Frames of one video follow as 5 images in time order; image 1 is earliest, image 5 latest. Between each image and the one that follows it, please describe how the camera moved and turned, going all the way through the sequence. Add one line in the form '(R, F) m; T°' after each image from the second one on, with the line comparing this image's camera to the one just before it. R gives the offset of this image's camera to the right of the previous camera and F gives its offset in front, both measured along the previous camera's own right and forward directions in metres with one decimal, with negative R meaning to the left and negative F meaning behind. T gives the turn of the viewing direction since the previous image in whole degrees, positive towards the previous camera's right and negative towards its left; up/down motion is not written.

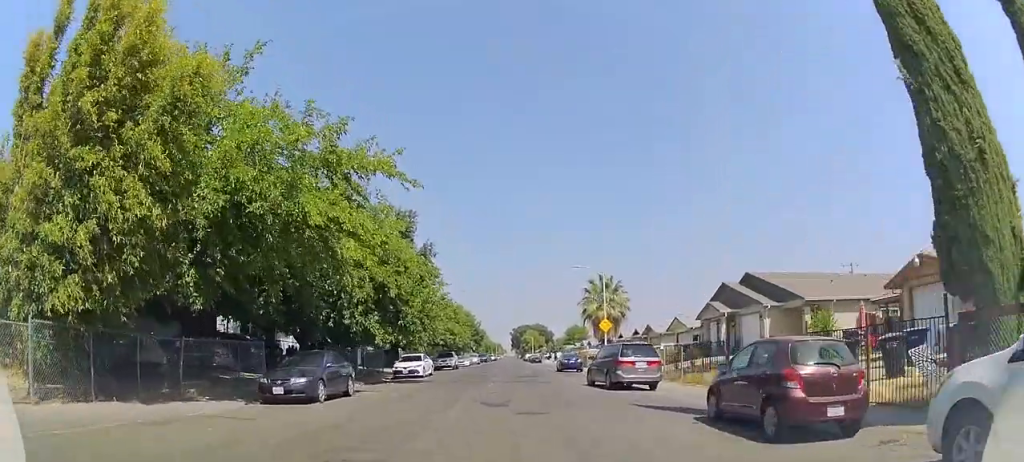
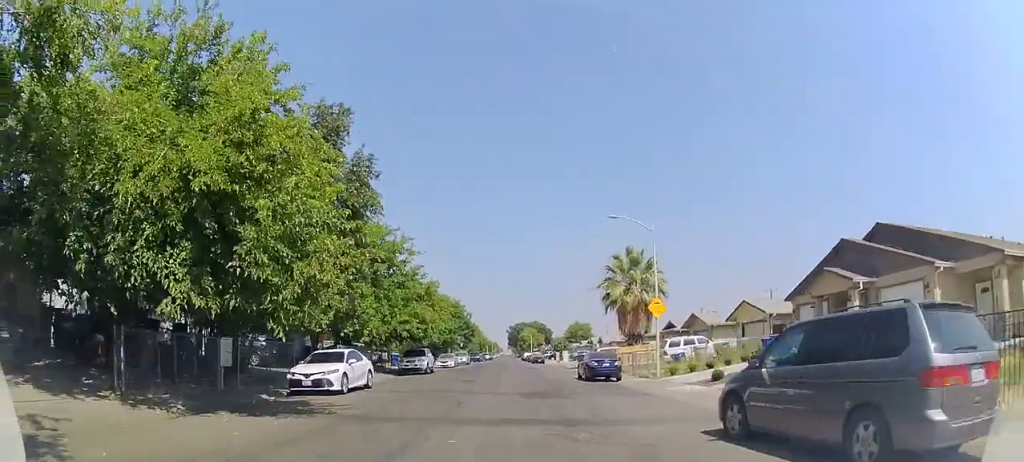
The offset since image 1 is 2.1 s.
(-0.2, +15.1) m; -2°
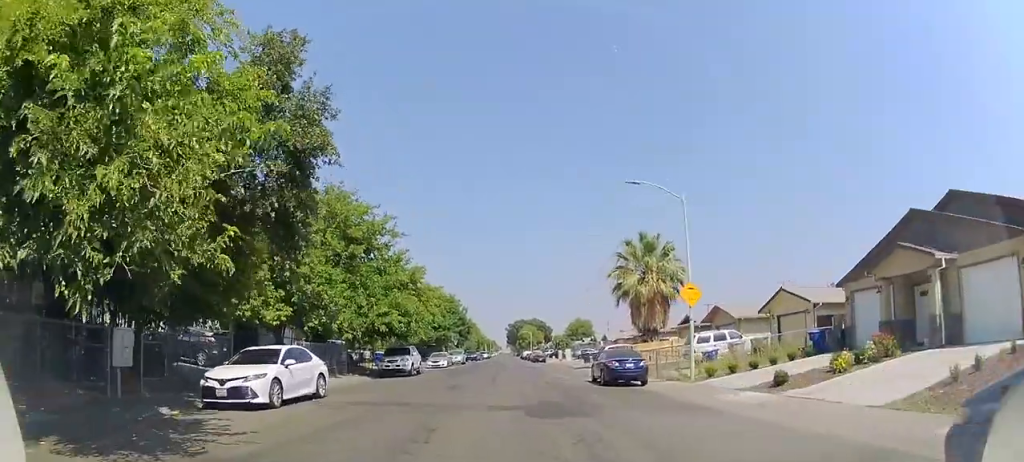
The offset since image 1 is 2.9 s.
(0.0, +5.2) m; 0°
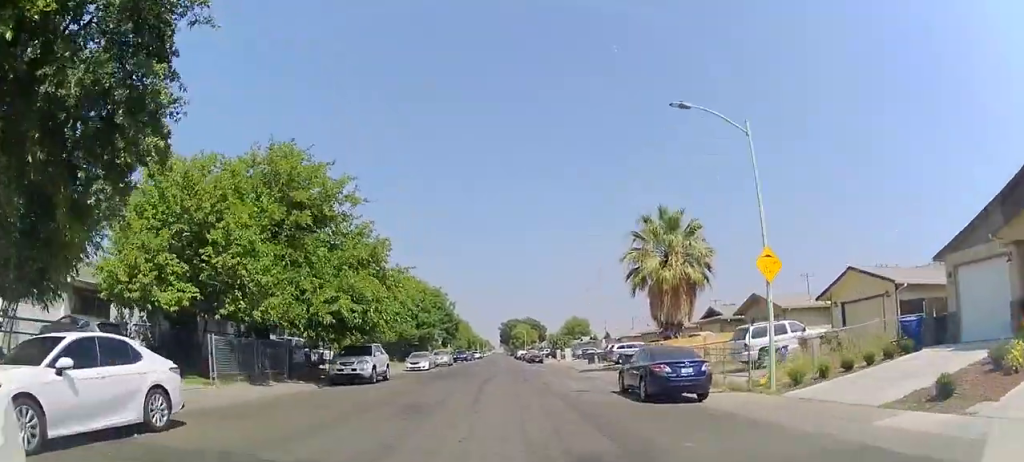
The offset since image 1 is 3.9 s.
(0.0, +7.3) m; 0°
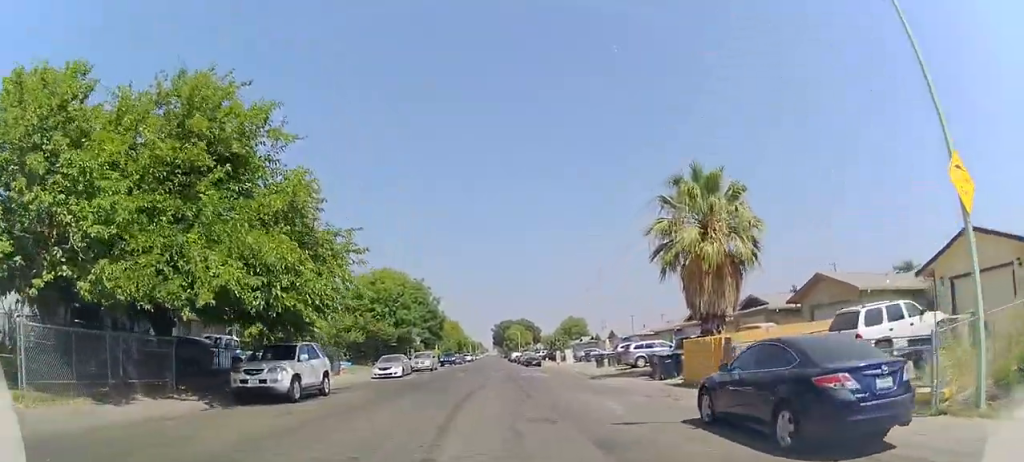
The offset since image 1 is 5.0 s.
(+0.1, +8.0) m; +1°
